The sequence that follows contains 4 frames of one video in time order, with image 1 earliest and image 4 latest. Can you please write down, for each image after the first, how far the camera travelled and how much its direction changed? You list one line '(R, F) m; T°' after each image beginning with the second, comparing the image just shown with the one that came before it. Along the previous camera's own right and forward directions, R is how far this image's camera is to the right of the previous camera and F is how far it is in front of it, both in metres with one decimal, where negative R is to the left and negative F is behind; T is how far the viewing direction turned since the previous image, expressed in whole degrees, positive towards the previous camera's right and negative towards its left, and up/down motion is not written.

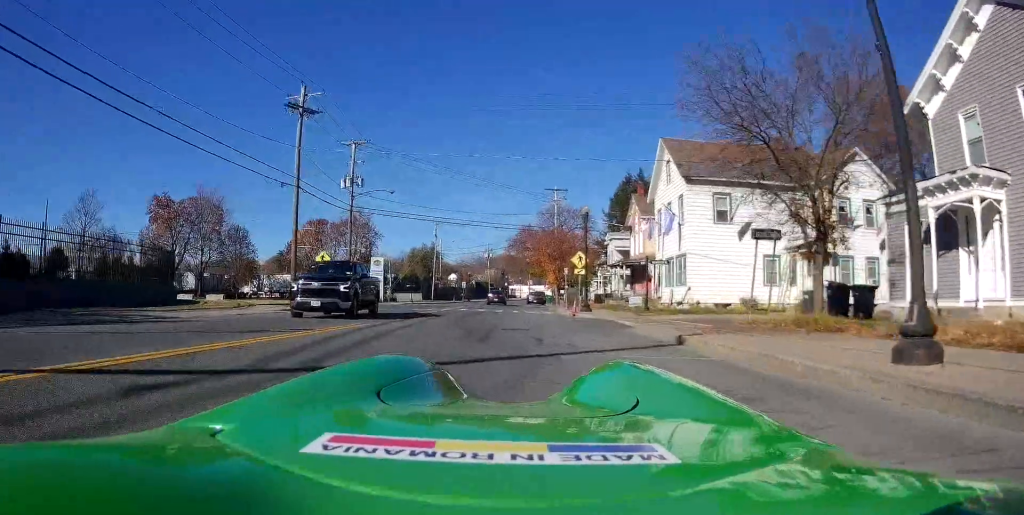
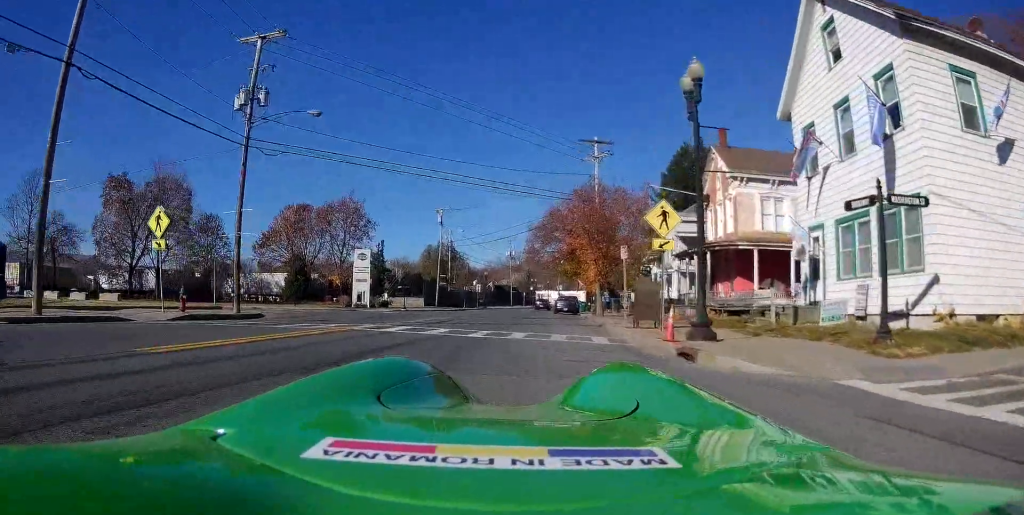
(-1.1, +18.7) m; -5°
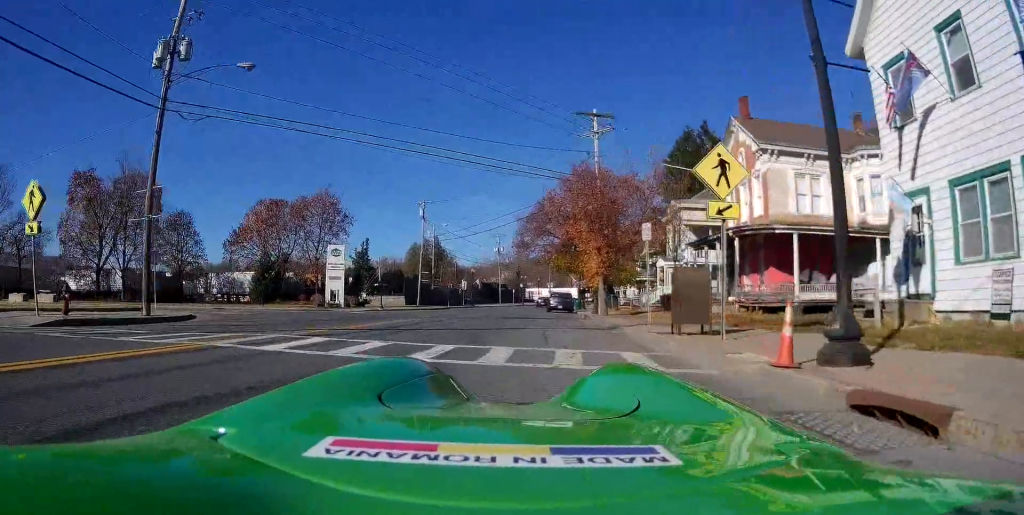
(-0.1, +5.6) m; 0°
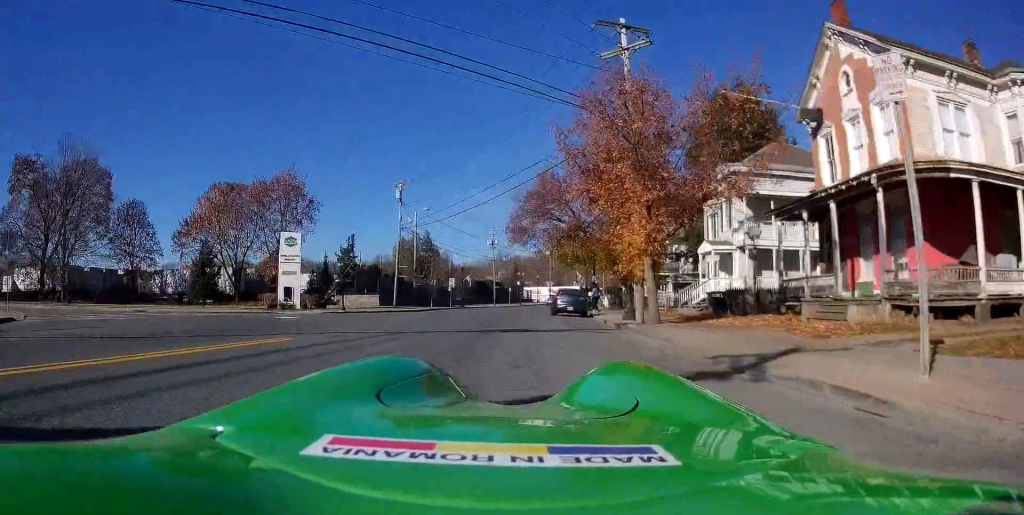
(+0.4, +11.7) m; +2°
